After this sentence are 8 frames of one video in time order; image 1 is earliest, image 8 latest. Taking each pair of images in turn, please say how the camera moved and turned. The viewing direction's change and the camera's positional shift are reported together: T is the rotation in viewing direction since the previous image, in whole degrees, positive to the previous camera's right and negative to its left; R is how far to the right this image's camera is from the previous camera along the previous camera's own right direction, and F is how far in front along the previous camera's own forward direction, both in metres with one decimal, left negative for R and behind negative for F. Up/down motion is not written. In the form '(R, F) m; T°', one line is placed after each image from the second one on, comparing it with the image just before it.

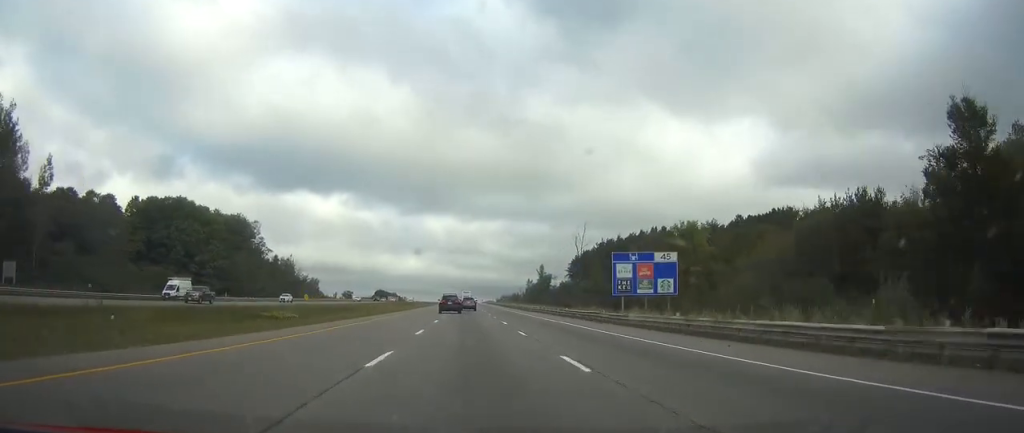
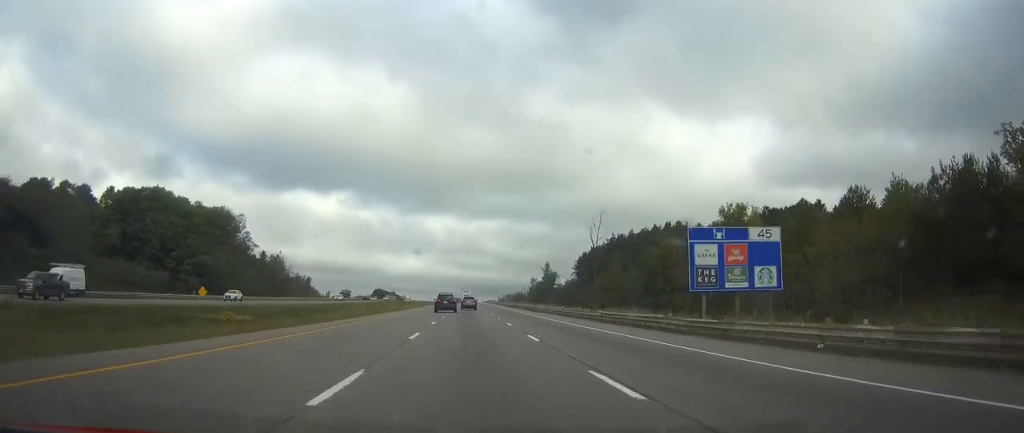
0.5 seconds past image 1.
(0.0, +15.6) m; 0°
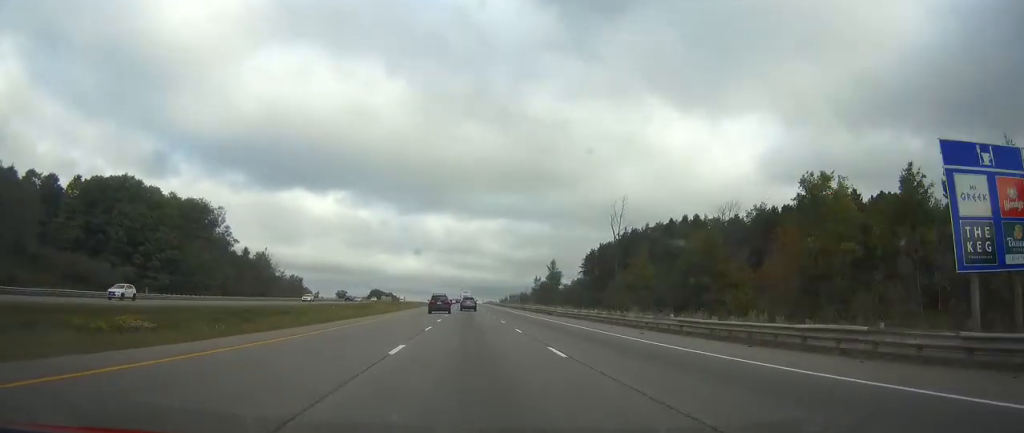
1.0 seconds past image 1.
(0.0, +17.7) m; 0°
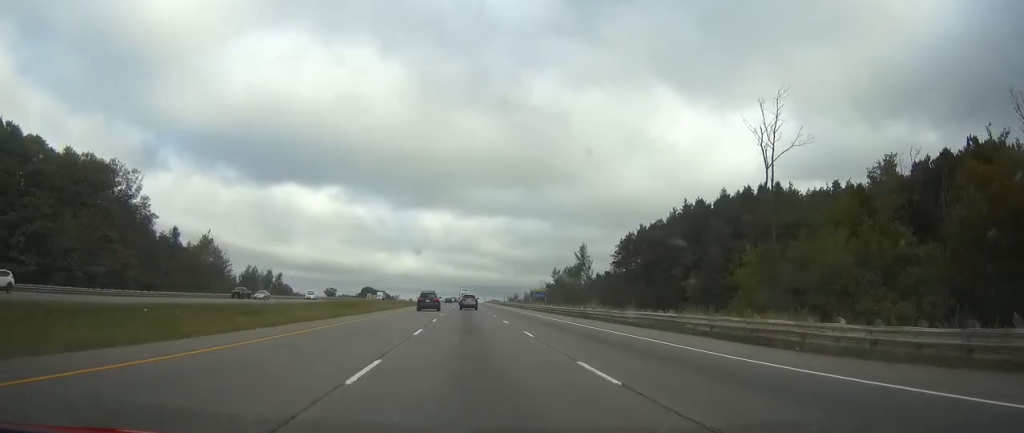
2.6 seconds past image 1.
(+0.2, +53.2) m; 0°
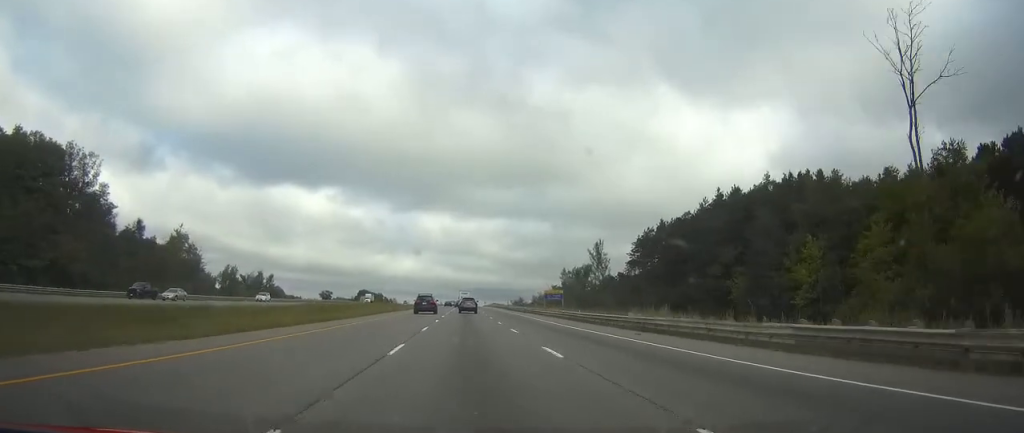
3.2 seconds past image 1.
(0.0, +18.8) m; 0°
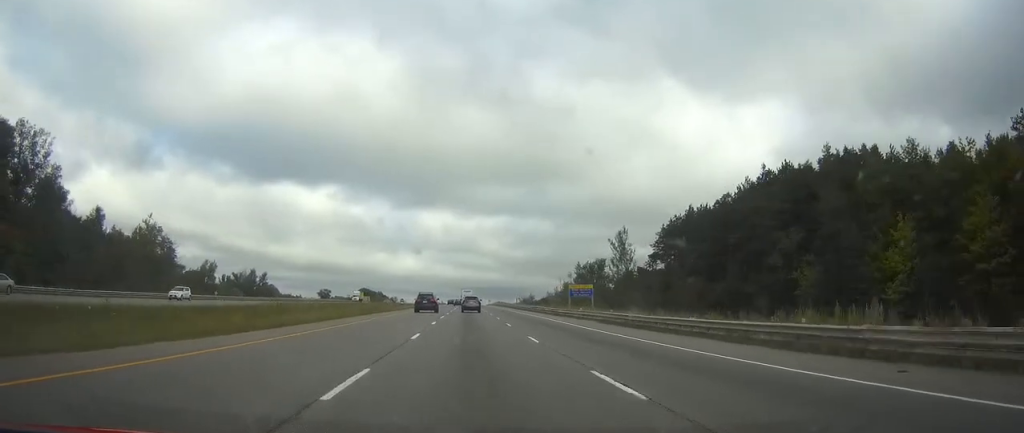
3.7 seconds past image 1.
(-0.1, +18.8) m; 0°
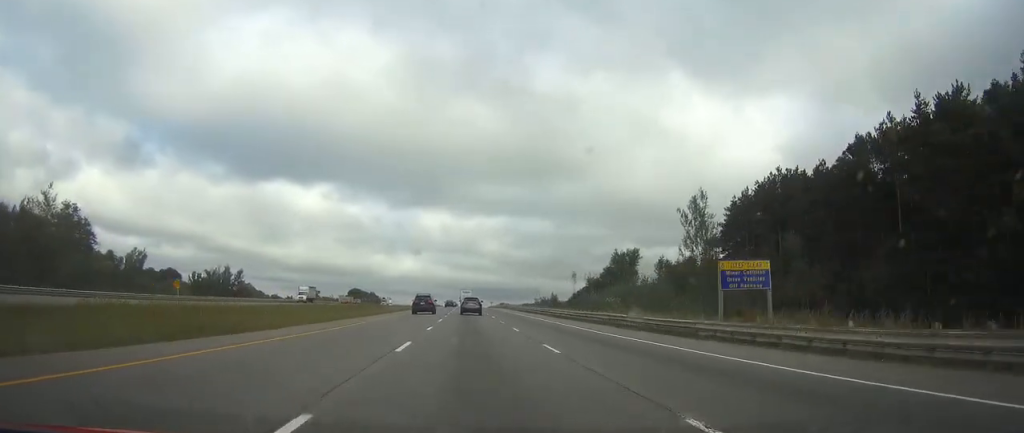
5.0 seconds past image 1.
(0.0, +40.7) m; 0°
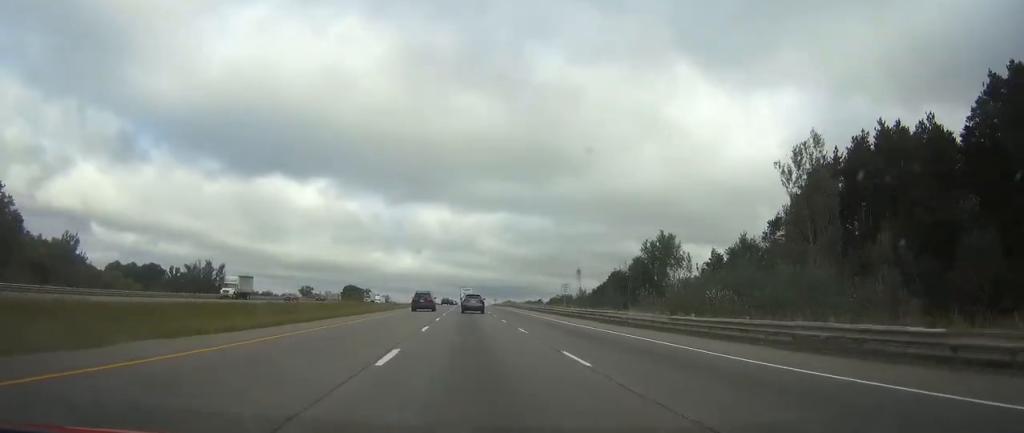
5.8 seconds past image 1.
(-0.1, +27.4) m; 0°
